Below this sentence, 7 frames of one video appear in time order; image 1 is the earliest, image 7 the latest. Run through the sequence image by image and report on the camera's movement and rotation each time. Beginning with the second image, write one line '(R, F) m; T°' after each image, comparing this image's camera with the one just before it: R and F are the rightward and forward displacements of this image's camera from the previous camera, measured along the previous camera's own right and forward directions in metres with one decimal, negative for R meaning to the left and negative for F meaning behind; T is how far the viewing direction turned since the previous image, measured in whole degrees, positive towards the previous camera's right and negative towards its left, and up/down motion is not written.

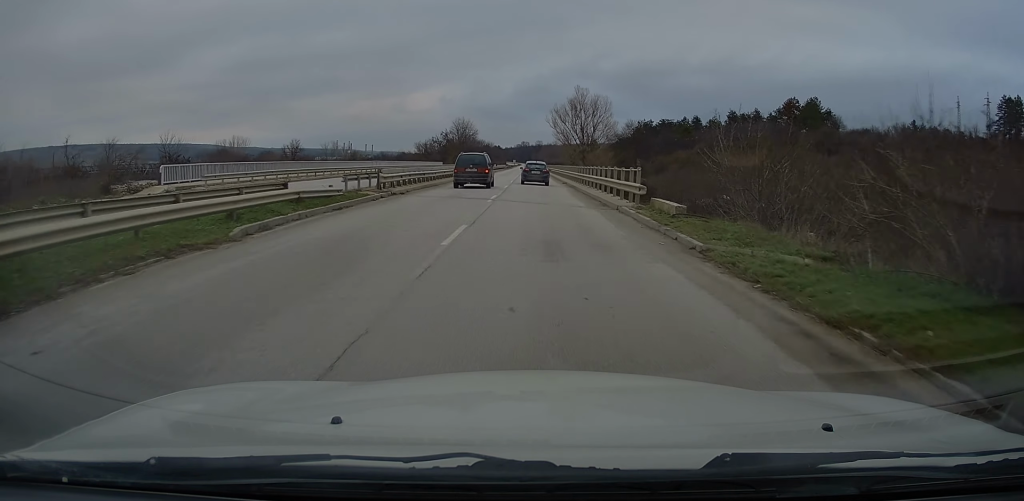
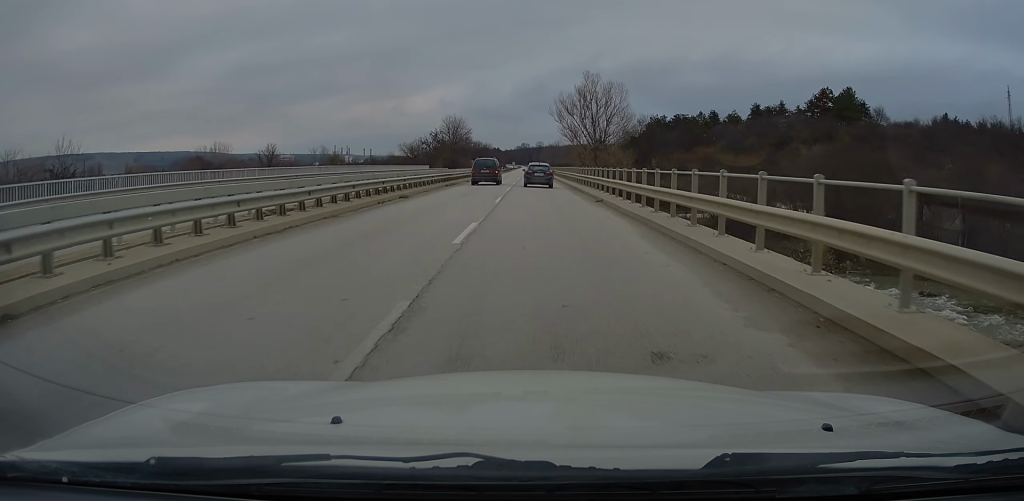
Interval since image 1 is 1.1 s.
(-0.3, +21.6) m; 0°
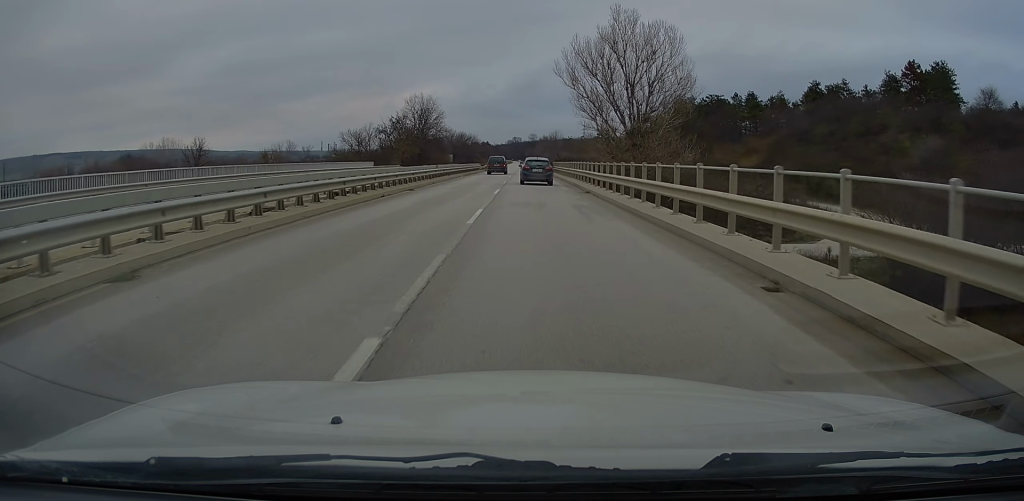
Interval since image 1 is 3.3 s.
(+0.5, +42.4) m; +1°
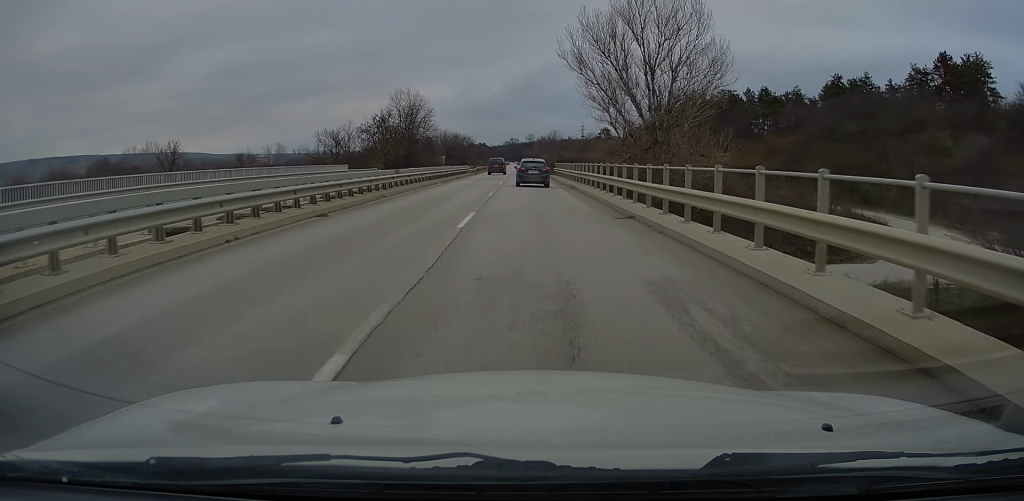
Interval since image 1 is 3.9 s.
(-0.1, +11.7) m; 0°
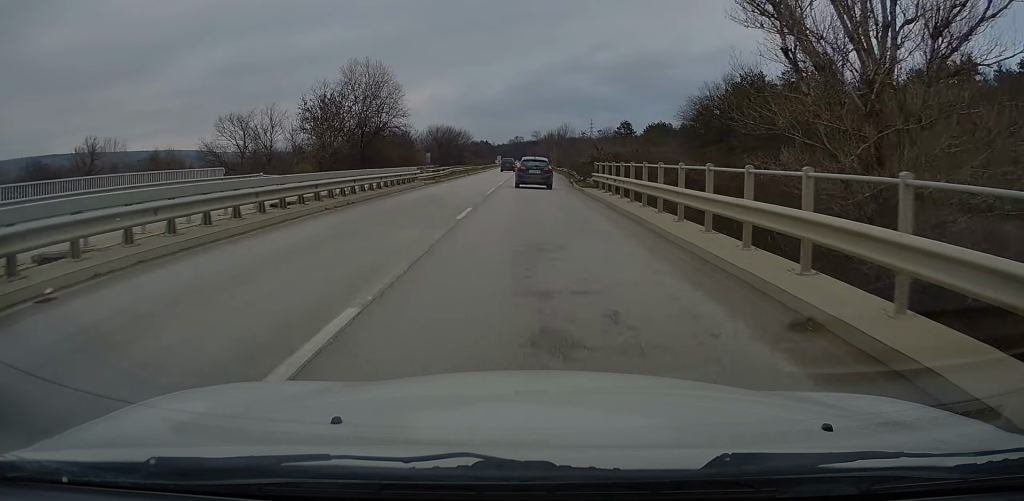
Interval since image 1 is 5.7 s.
(+0.7, +34.1) m; 0°
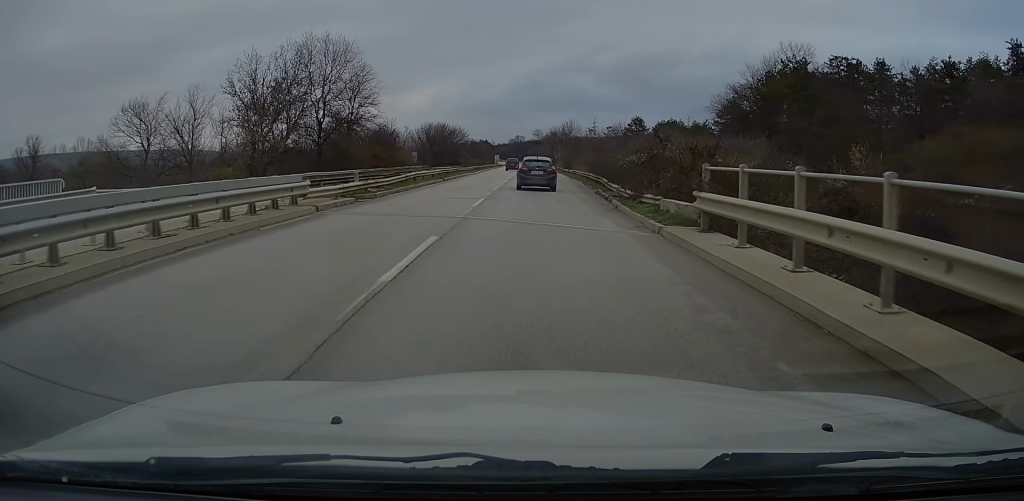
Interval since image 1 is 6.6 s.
(-0.4, +17.7) m; -1°
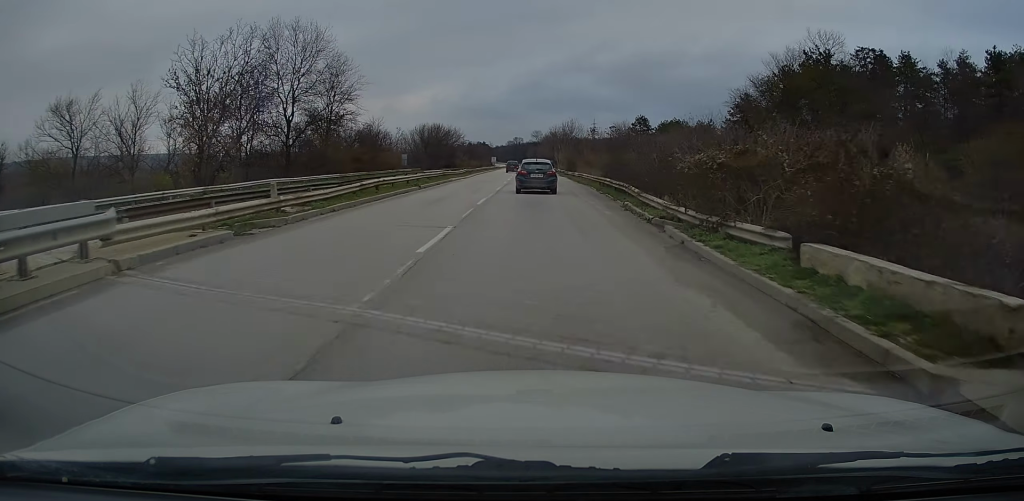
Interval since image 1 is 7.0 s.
(0.0, +8.5) m; 0°
